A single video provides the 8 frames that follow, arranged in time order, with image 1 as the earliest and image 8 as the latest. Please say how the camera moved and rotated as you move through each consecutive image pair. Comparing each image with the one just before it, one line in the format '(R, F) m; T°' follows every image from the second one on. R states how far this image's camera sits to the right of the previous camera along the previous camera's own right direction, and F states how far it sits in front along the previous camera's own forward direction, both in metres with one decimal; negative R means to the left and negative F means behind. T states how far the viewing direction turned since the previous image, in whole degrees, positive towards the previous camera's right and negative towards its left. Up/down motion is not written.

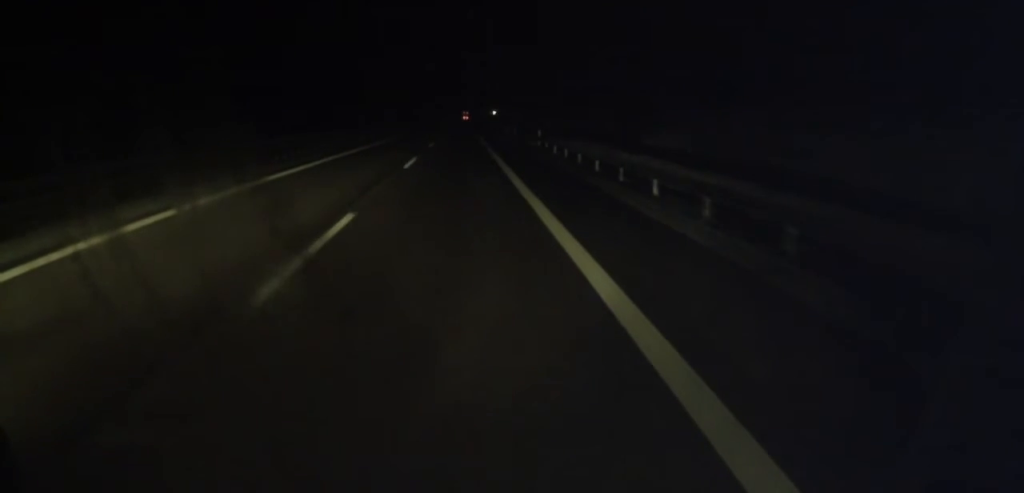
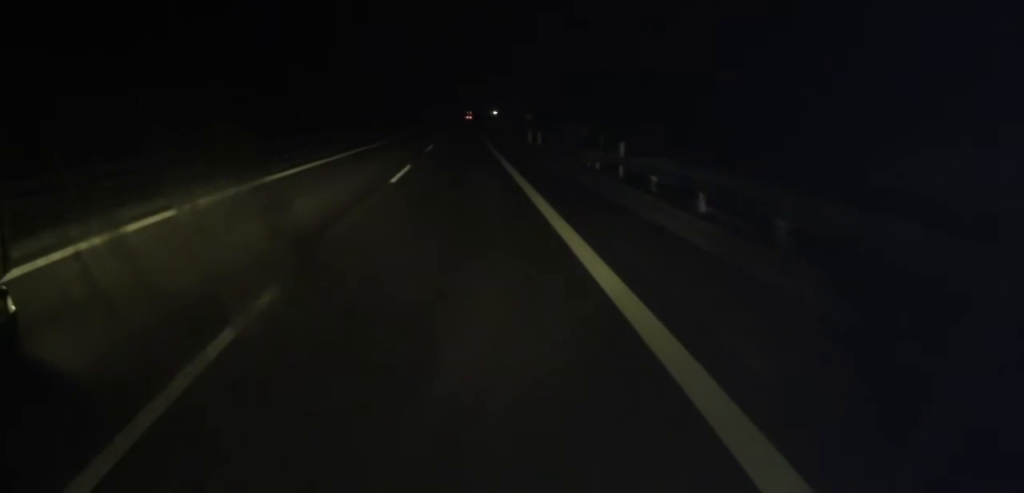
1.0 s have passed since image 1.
(0.0, +23.6) m; +1°
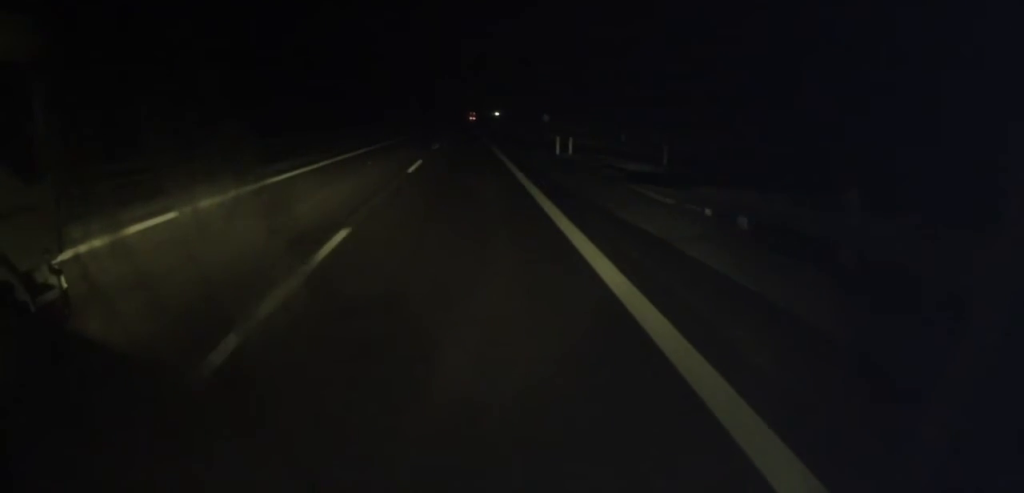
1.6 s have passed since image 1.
(+0.3, +14.1) m; 0°
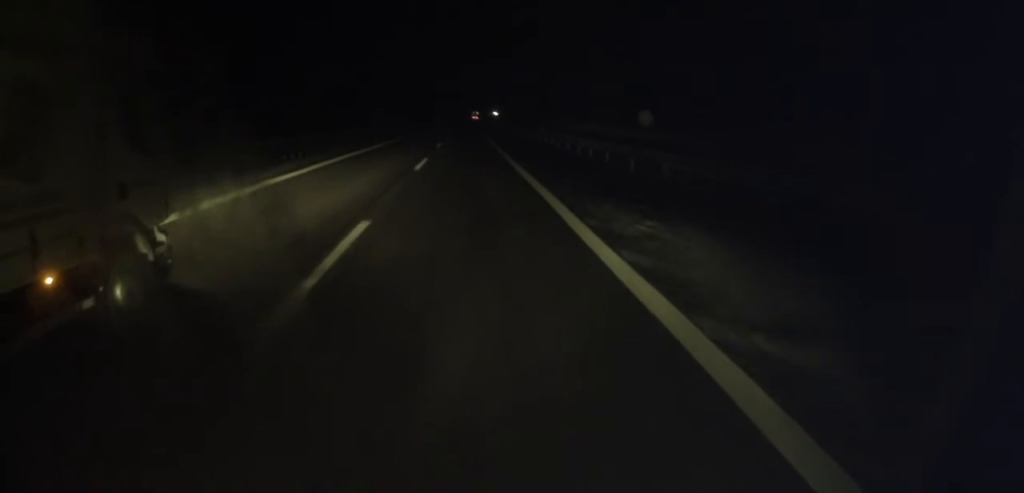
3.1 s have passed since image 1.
(-0.3, +35.3) m; -1°
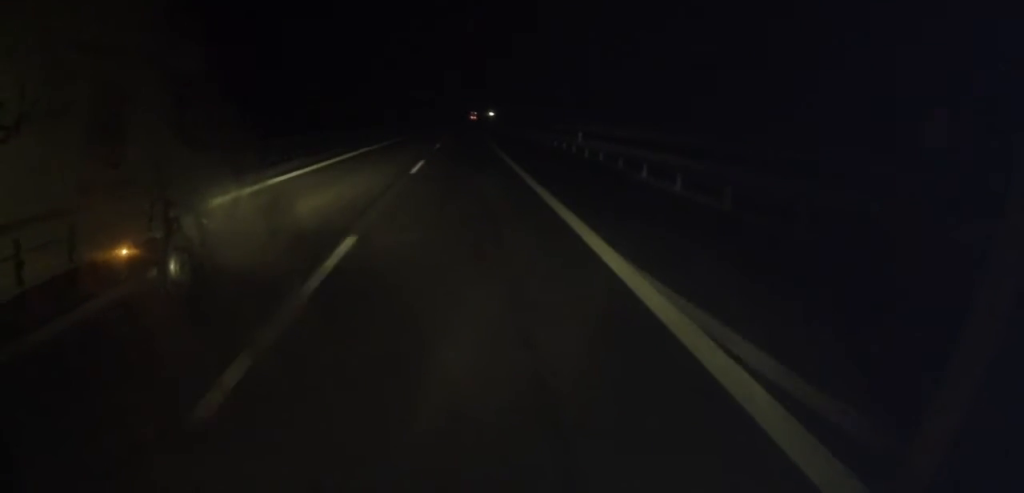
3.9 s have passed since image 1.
(+0.1, +19.7) m; 0°
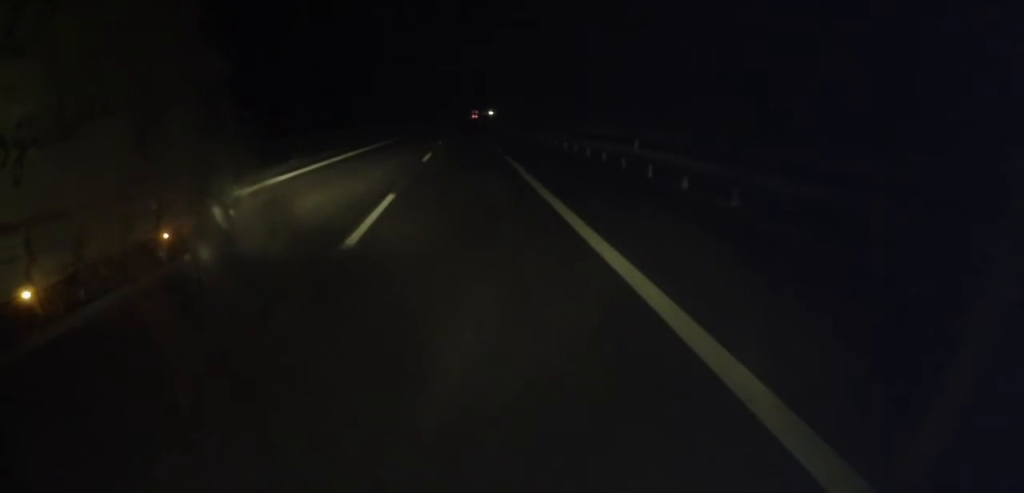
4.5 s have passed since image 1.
(0.0, +12.6) m; 0°
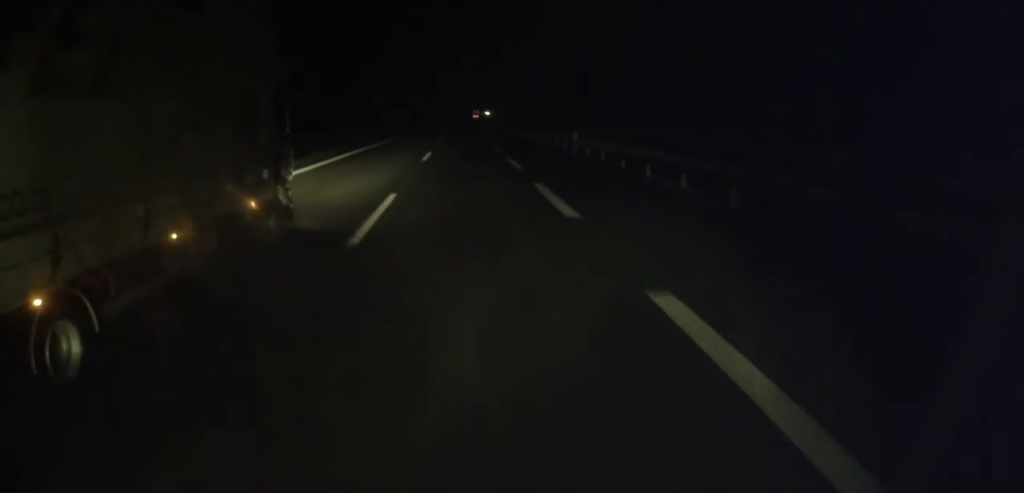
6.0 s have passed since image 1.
(-0.1, +36.1) m; +1°
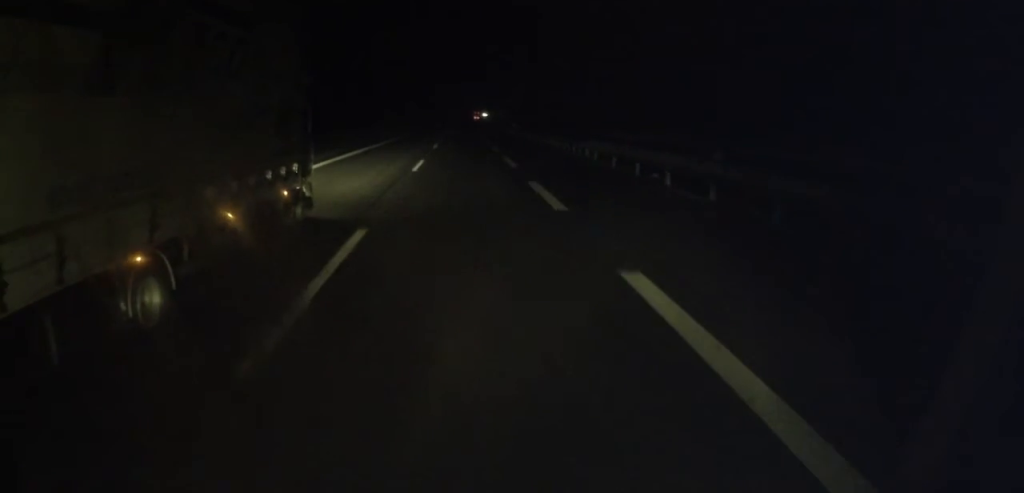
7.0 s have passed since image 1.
(+0.4, +22.6) m; 0°
